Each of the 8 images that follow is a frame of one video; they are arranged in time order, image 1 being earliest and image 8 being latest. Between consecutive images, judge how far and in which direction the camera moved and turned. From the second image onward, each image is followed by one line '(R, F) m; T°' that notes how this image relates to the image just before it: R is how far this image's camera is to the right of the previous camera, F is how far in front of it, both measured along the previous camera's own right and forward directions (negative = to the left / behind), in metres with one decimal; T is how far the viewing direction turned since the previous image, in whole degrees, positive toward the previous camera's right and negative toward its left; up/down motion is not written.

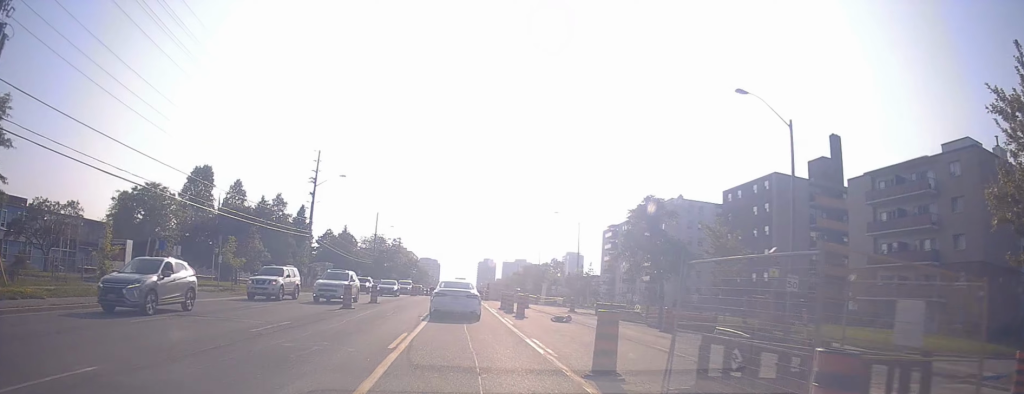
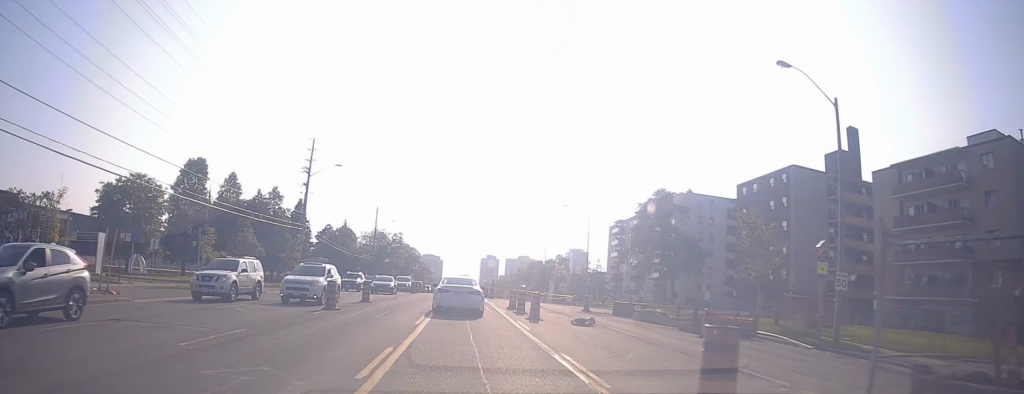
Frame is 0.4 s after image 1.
(0.0, +3.7) m; 0°
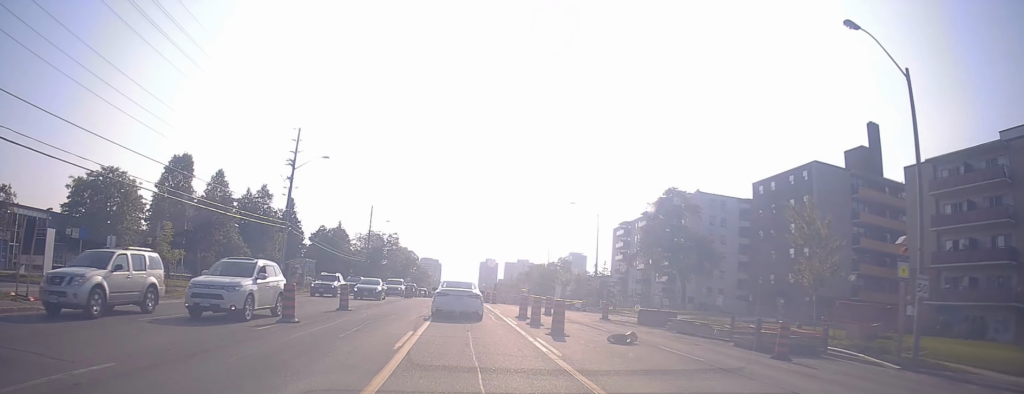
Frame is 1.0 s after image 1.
(0.0, +5.1) m; 0°
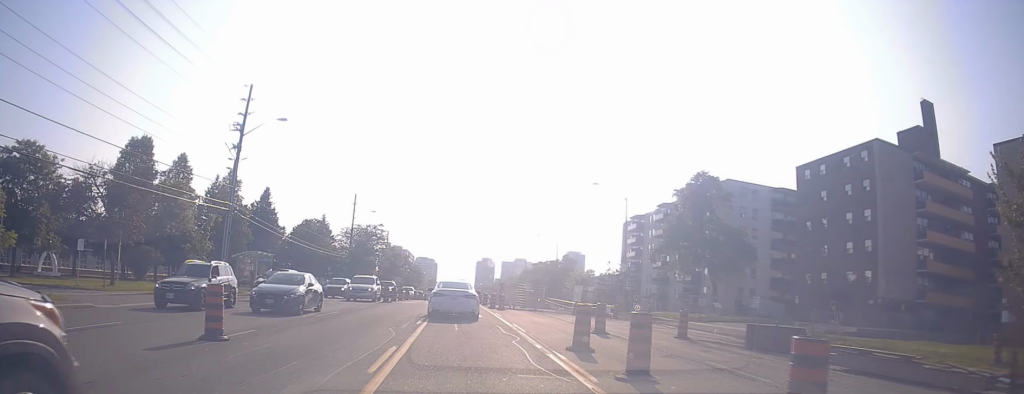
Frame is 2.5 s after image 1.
(0.0, +12.2) m; 0°
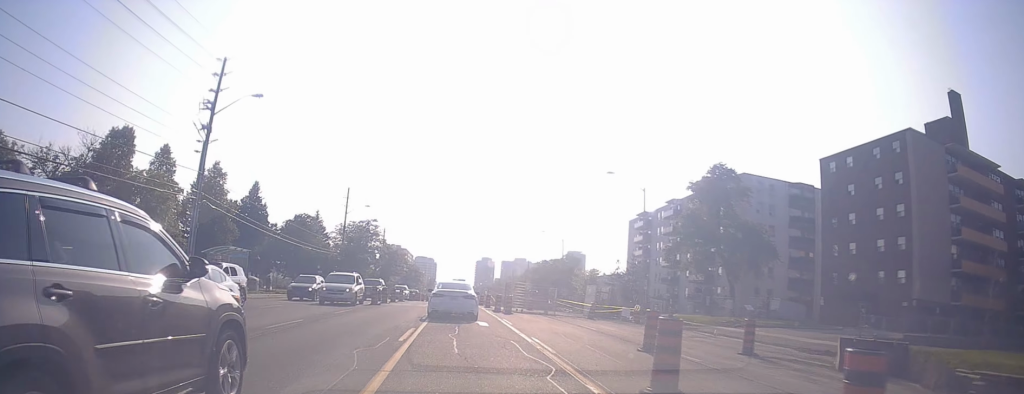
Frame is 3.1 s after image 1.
(0.0, +5.5) m; 0°
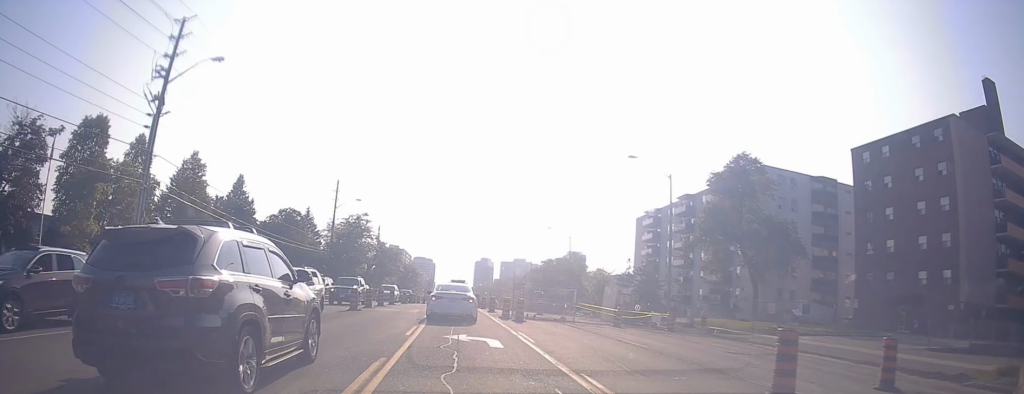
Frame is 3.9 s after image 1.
(0.0, +6.7) m; 0°
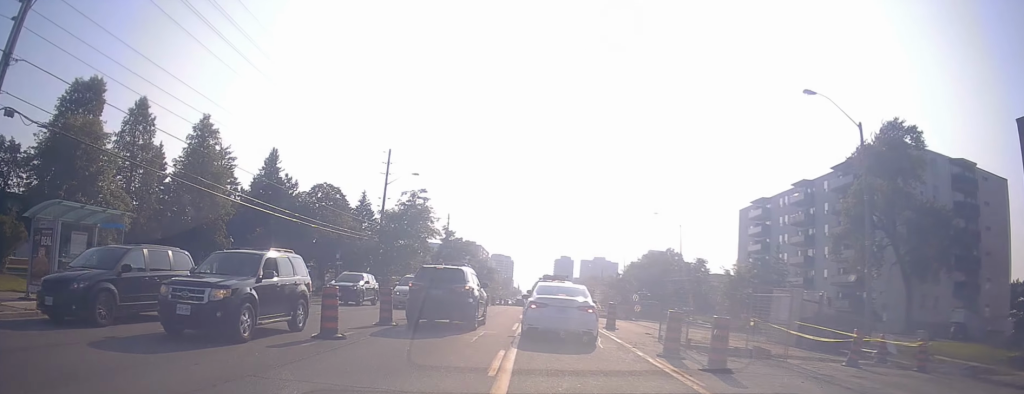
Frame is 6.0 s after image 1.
(0.0, +18.9) m; 0°
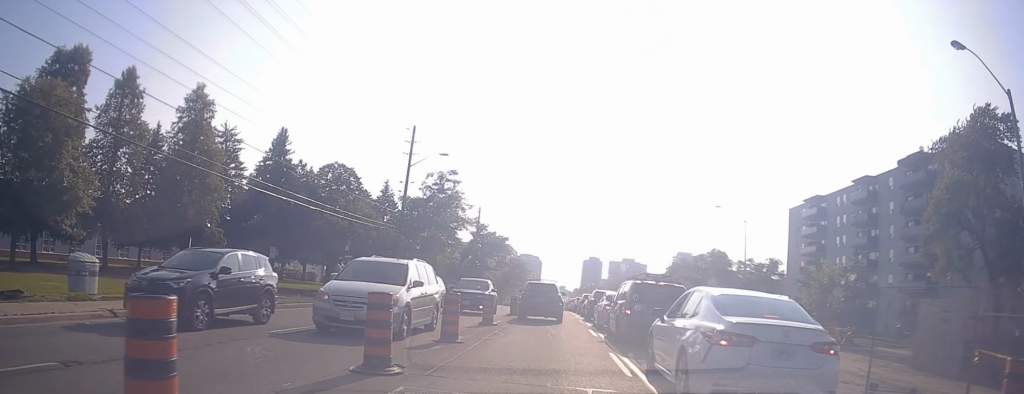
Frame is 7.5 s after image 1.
(0.0, +13.8) m; 0°
